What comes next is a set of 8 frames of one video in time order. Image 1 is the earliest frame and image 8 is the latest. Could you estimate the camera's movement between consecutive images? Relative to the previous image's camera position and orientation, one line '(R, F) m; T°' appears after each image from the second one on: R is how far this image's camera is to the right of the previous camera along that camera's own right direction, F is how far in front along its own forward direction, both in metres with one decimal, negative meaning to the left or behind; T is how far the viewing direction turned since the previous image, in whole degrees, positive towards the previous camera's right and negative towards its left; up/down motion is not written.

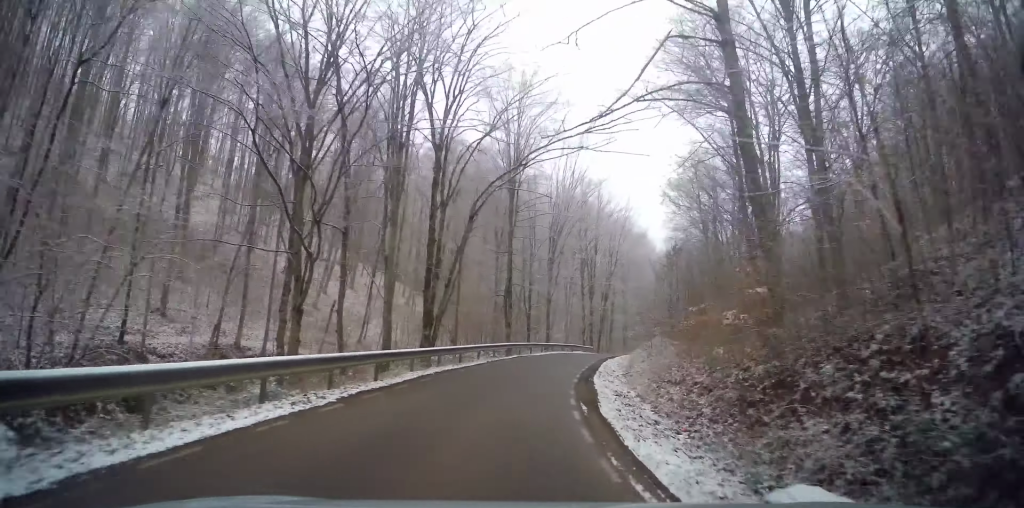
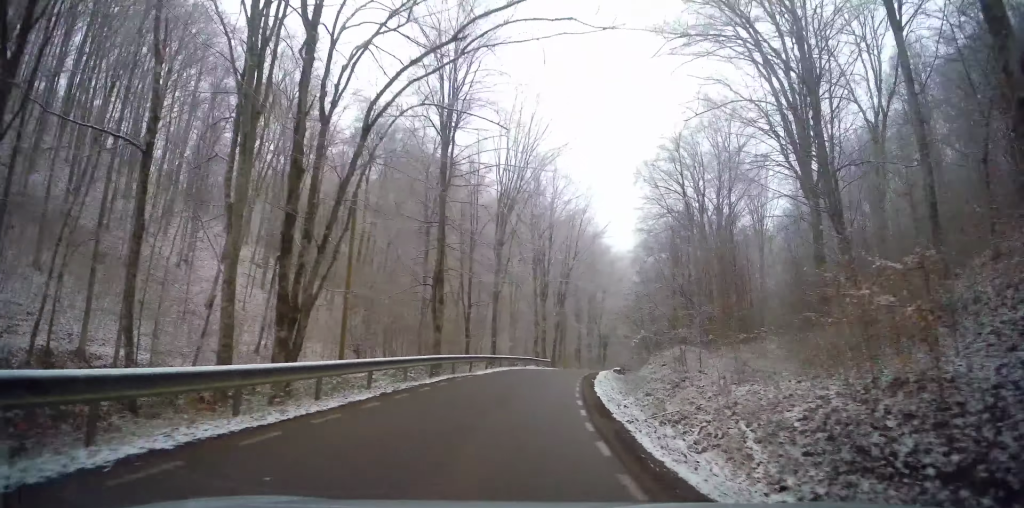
(-0.4, +12.5) m; 0°
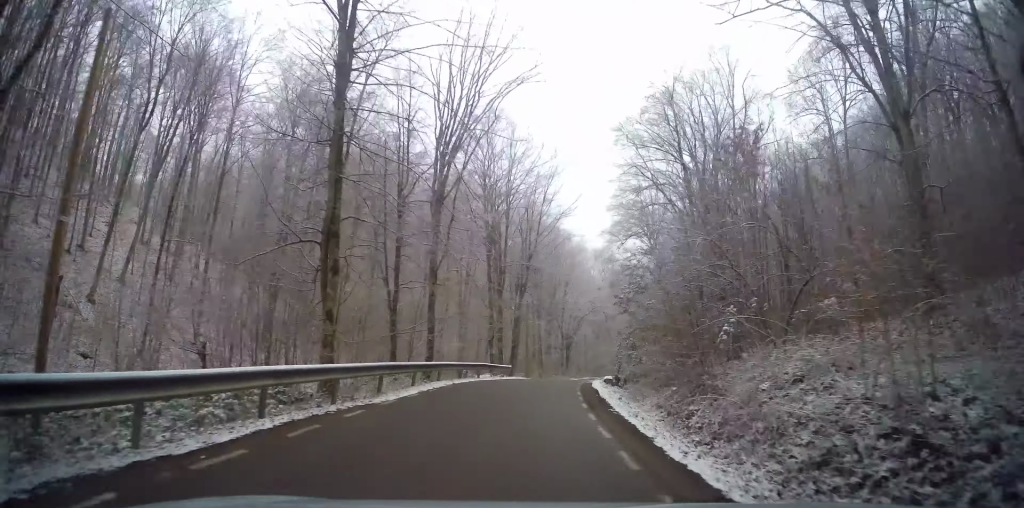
(-0.1, +11.0) m; +3°
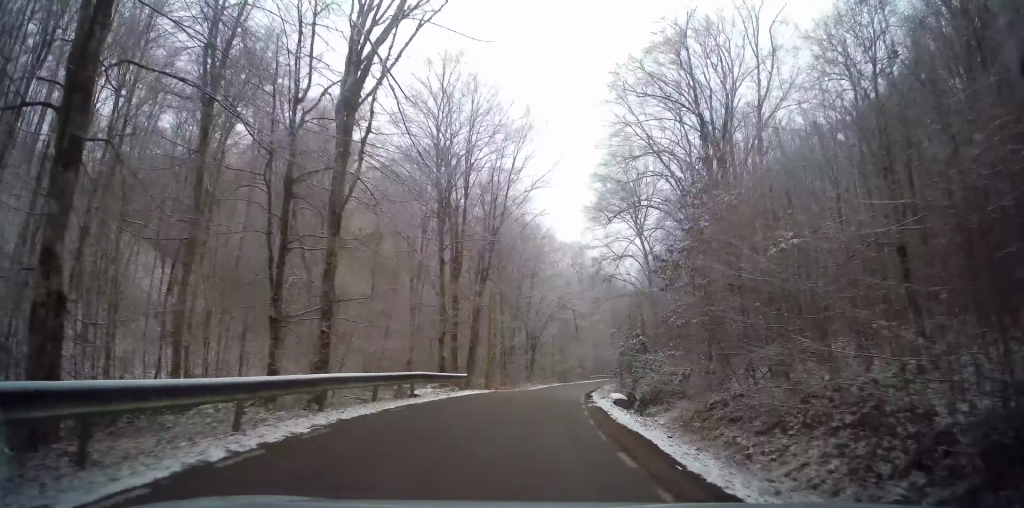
(+0.1, +9.5) m; +6°
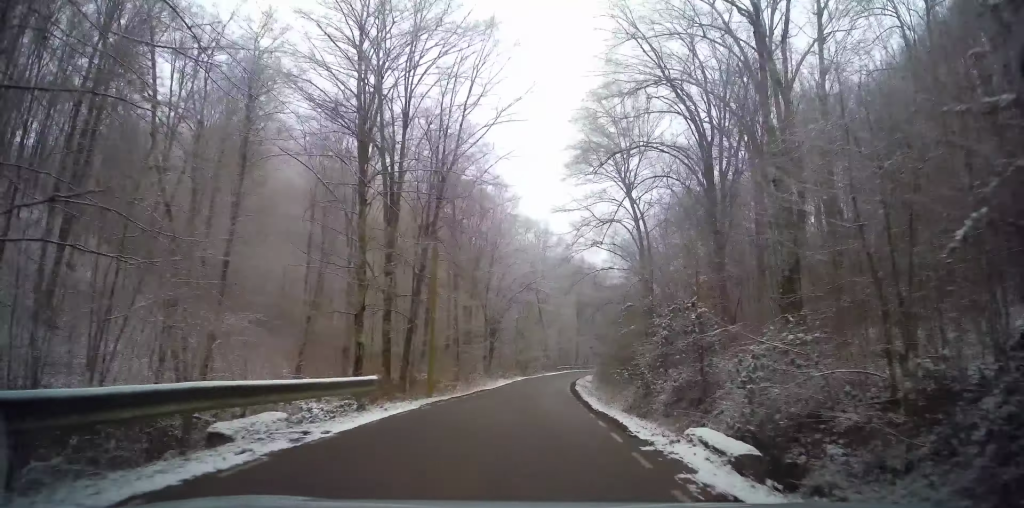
(+0.8, +10.2) m; +5°
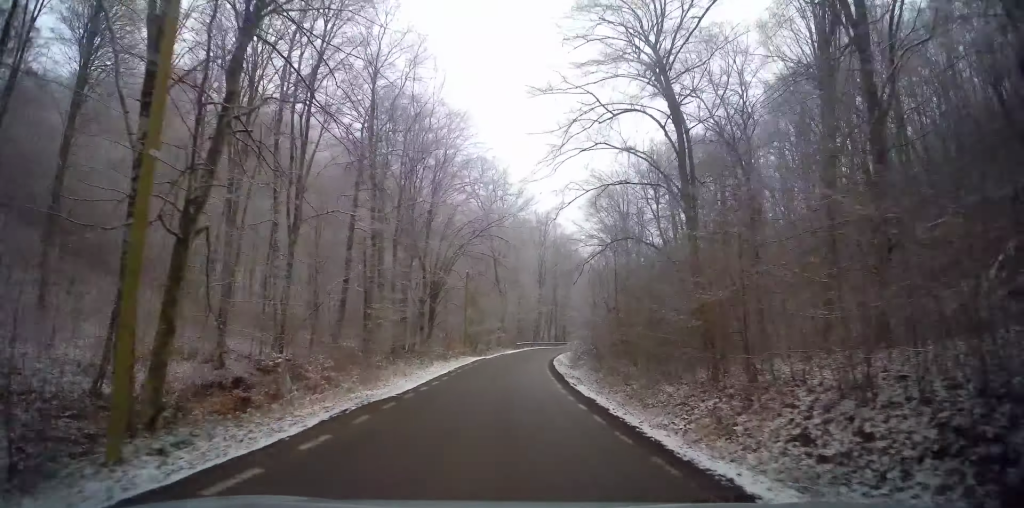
(+1.2, +16.9) m; +5°
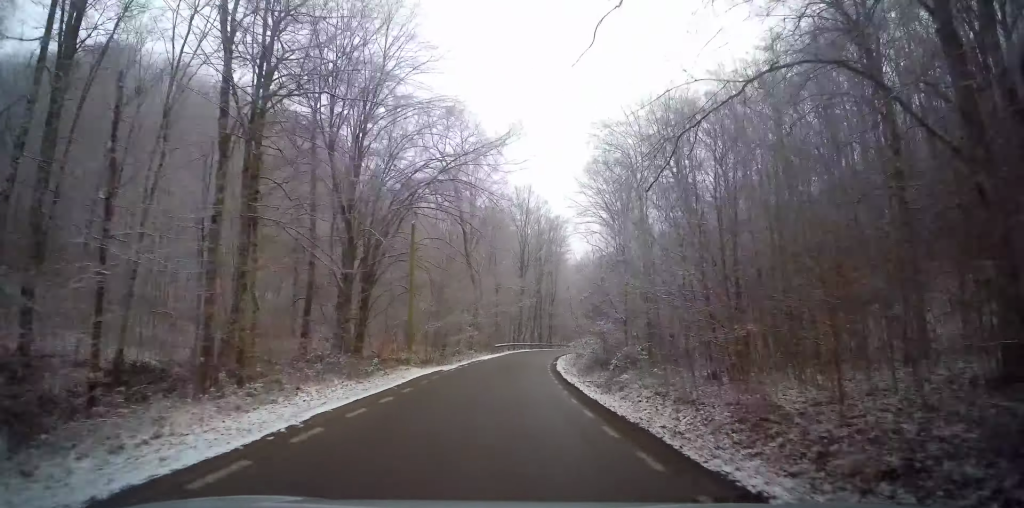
(+0.3, +16.1) m; +3°
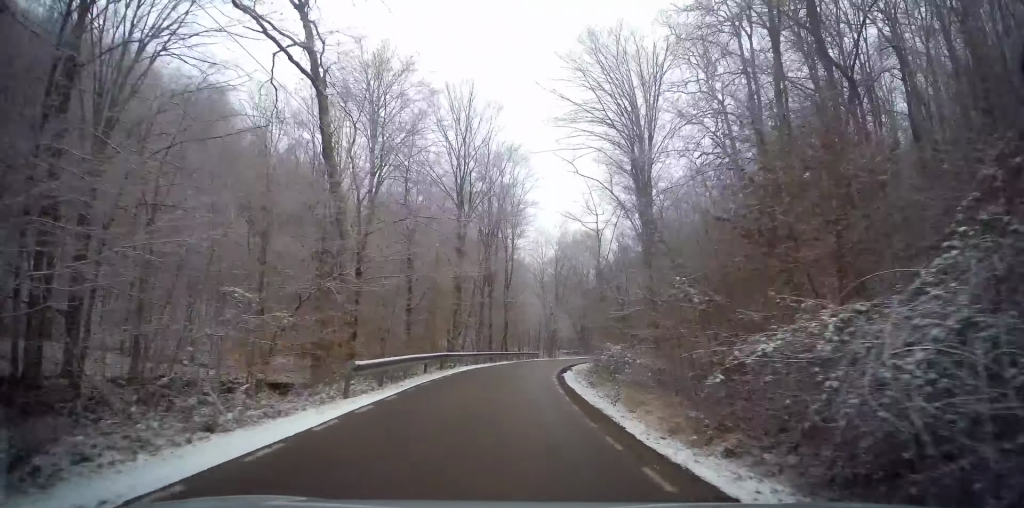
(+2.4, +30.9) m; +9°
